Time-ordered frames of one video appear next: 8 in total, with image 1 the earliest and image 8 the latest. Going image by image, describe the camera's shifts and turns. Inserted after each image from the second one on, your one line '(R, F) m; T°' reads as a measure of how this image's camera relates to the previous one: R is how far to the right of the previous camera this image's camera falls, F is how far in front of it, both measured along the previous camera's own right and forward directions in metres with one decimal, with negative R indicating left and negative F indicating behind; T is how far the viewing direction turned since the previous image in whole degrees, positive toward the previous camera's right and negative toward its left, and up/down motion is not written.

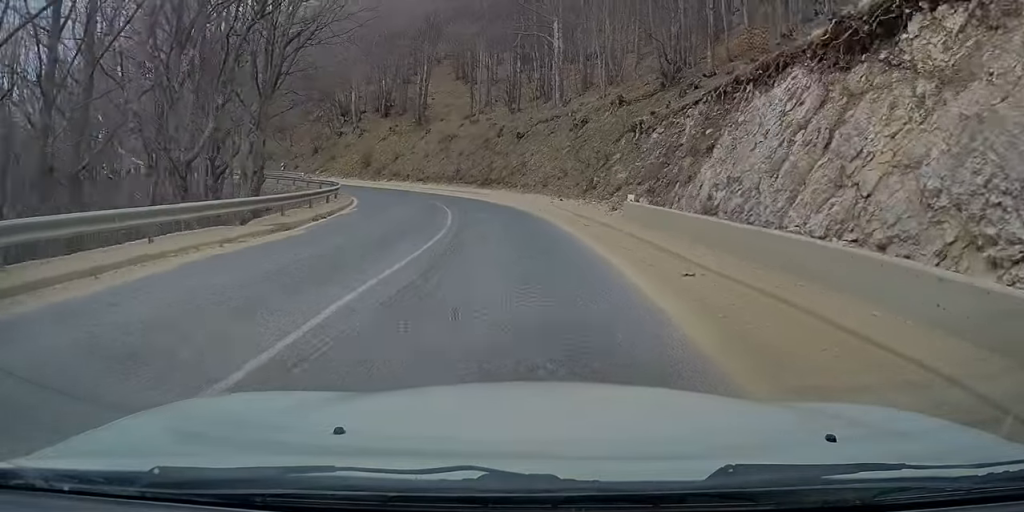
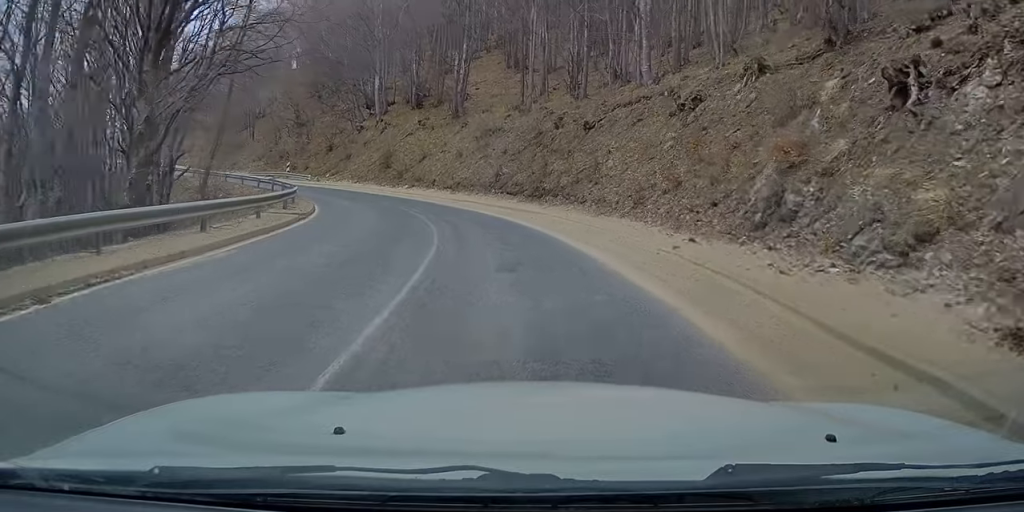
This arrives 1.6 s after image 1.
(+0.5, +12.7) m; -3°
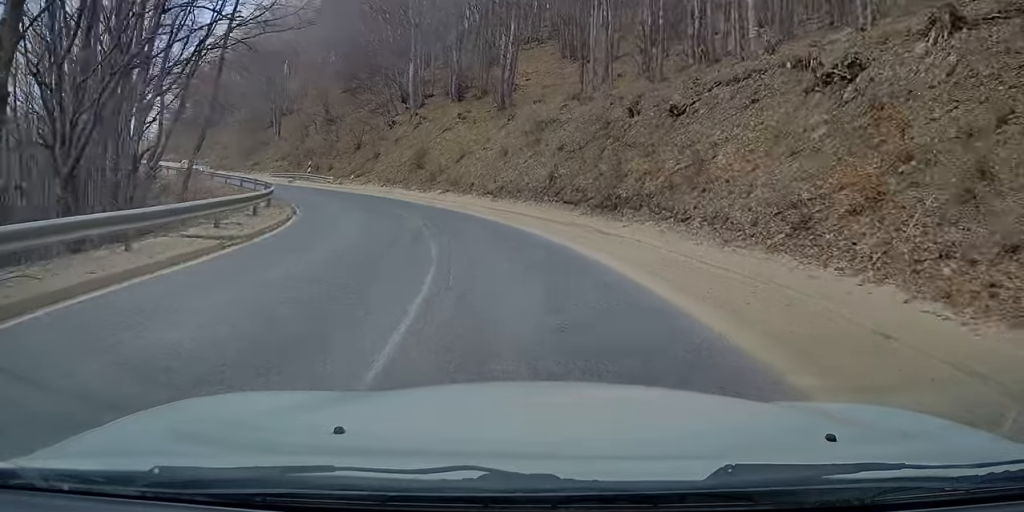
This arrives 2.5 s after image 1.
(-0.4, +6.2) m; -9°
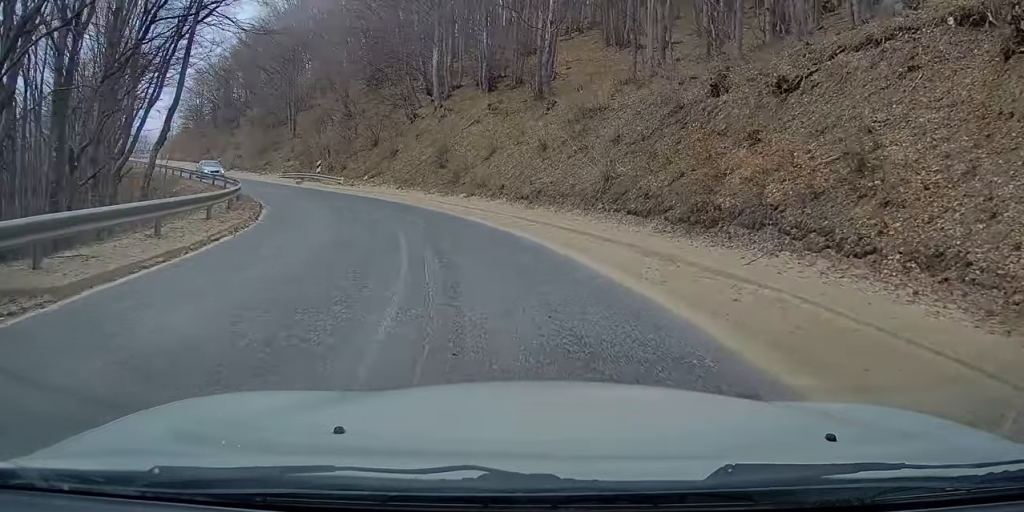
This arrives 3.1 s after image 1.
(-0.6, +4.8) m; -7°
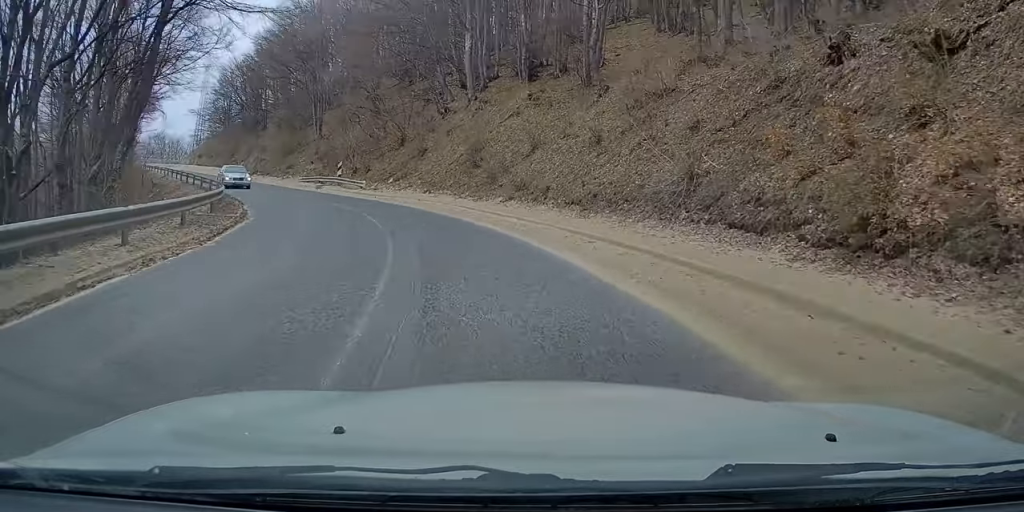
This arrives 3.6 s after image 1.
(-0.1, +4.2) m; -4°
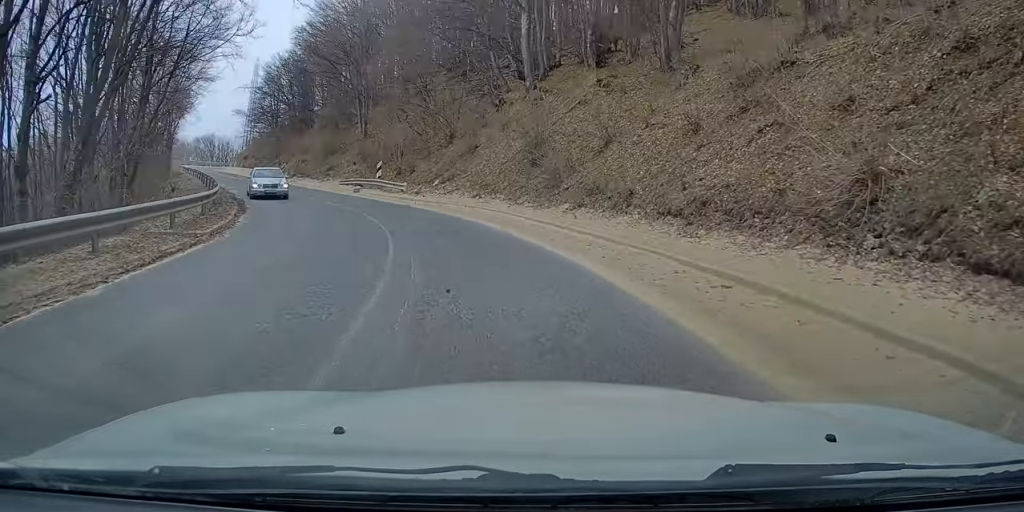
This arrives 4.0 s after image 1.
(+0.2, +4.3) m; -4°
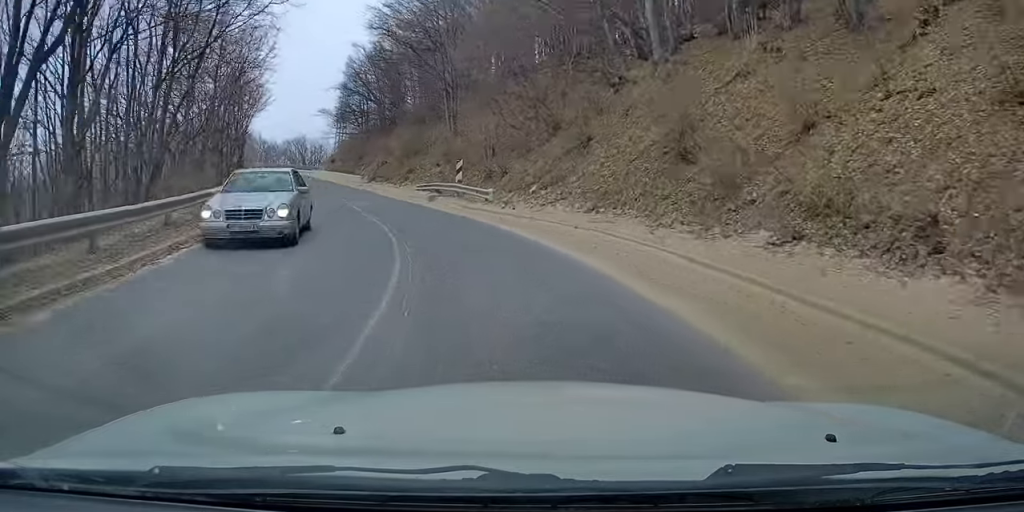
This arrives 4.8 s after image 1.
(-0.8, +8.4) m; -8°
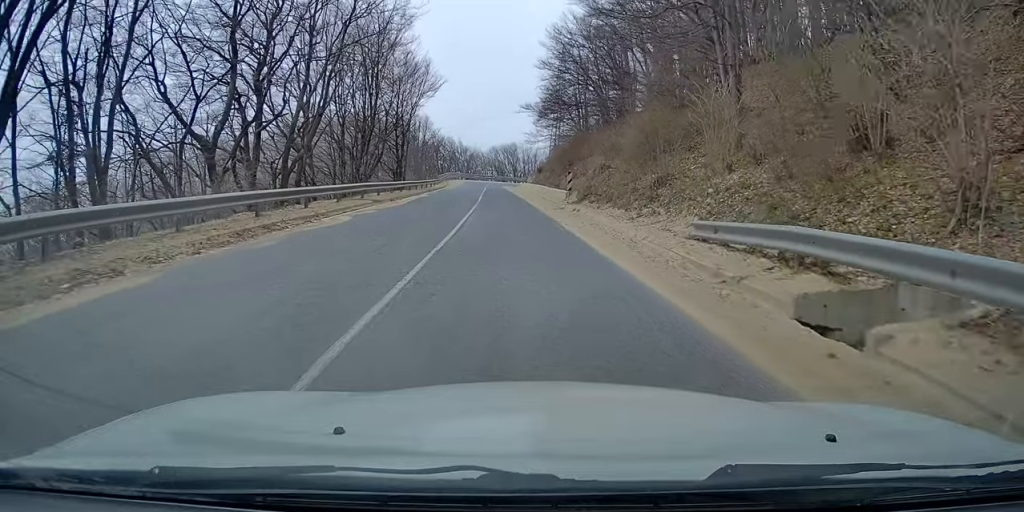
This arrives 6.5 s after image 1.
(-3.5, +23.2) m; -15°
